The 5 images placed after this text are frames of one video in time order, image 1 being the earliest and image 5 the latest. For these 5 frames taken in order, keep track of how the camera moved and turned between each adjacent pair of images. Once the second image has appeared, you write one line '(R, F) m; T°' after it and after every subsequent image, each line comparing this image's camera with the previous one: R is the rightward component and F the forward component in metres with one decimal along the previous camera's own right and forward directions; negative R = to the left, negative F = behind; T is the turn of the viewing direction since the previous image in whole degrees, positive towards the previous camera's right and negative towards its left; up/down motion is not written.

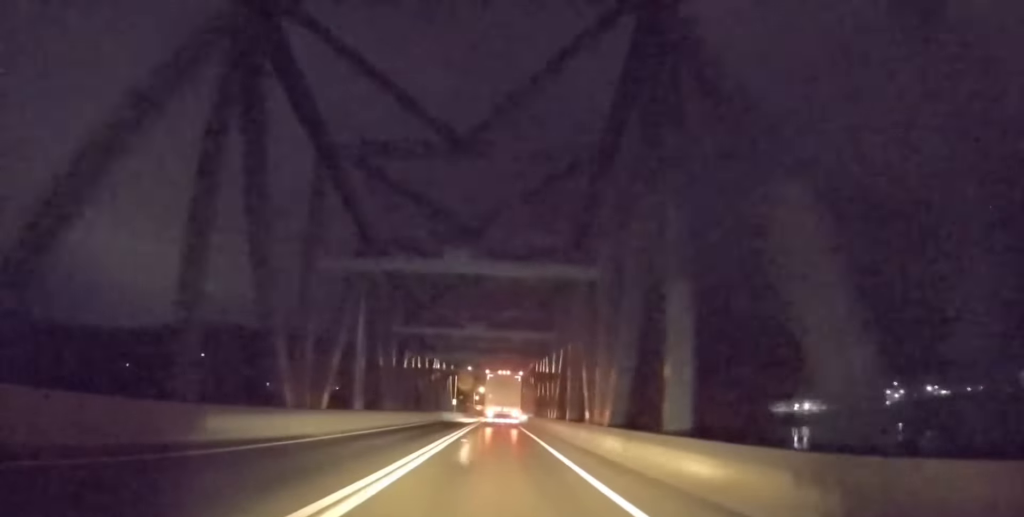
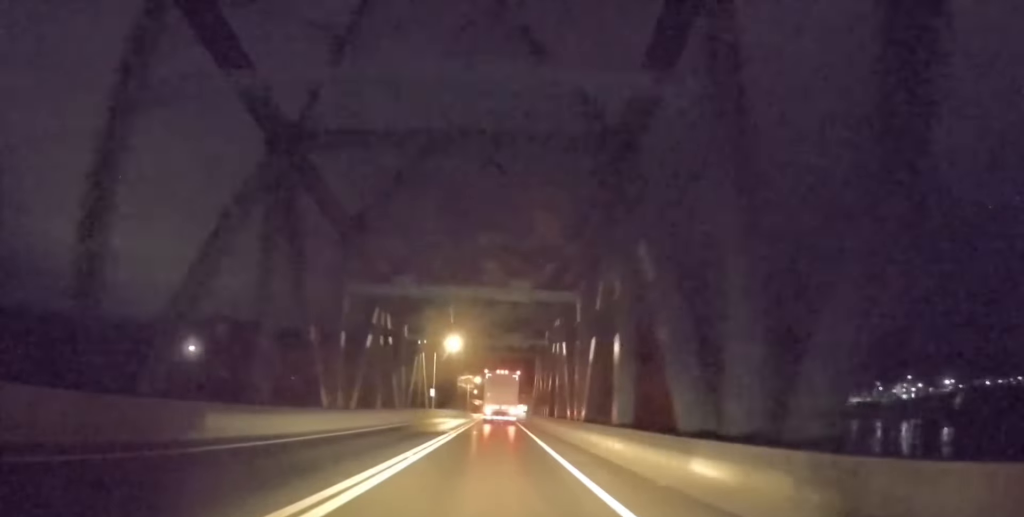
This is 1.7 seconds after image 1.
(0.0, +35.5) m; 0°
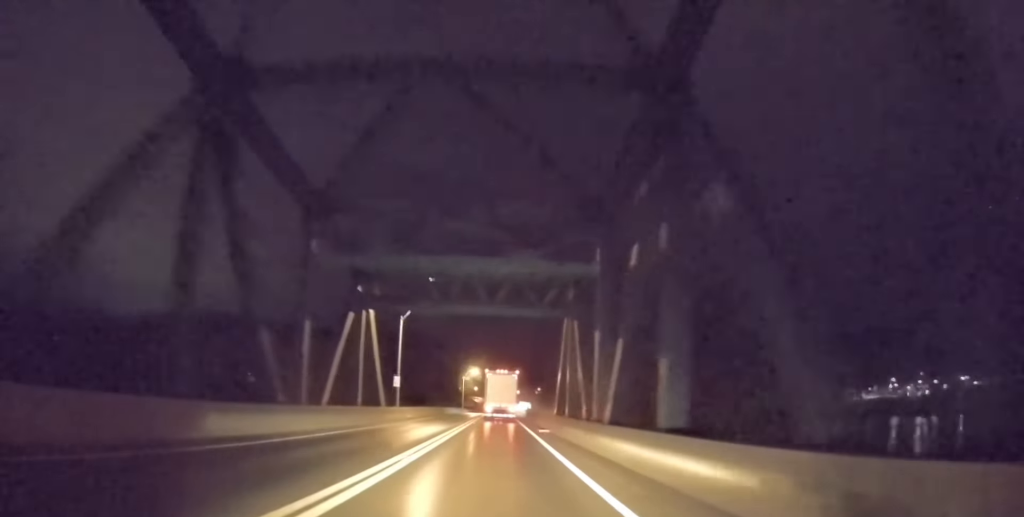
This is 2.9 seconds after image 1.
(0.0, +27.0) m; 0°
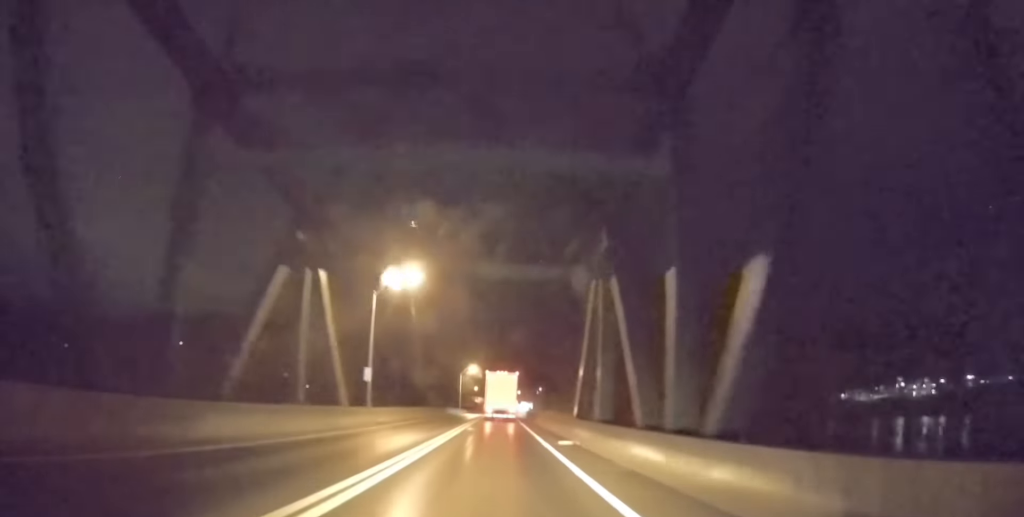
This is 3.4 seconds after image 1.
(0.0, +11.4) m; 0°
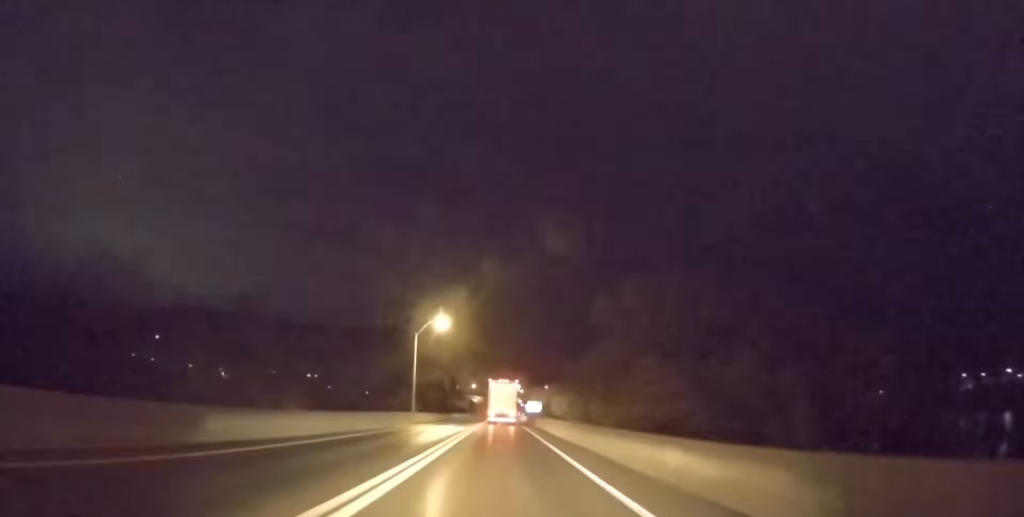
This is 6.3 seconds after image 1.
(-0.6, +63.7) m; 0°
